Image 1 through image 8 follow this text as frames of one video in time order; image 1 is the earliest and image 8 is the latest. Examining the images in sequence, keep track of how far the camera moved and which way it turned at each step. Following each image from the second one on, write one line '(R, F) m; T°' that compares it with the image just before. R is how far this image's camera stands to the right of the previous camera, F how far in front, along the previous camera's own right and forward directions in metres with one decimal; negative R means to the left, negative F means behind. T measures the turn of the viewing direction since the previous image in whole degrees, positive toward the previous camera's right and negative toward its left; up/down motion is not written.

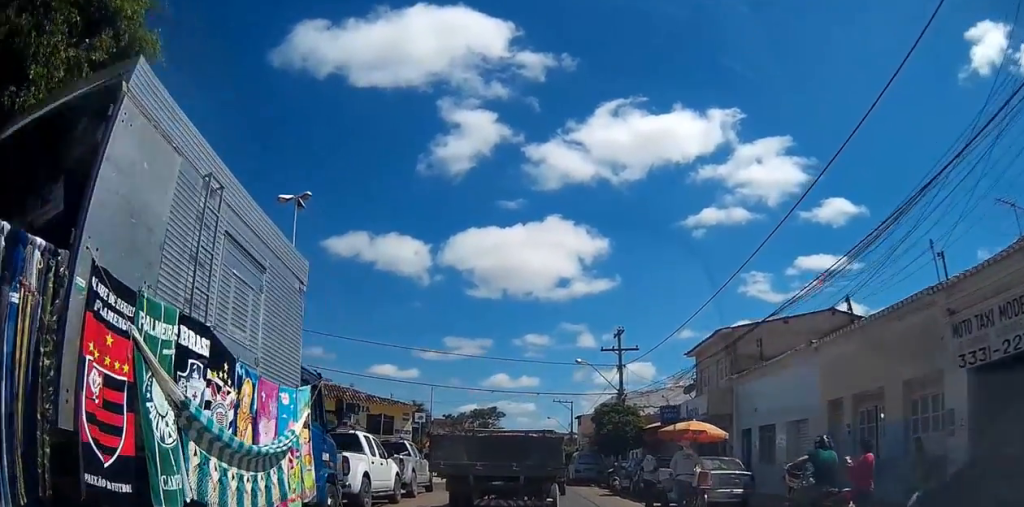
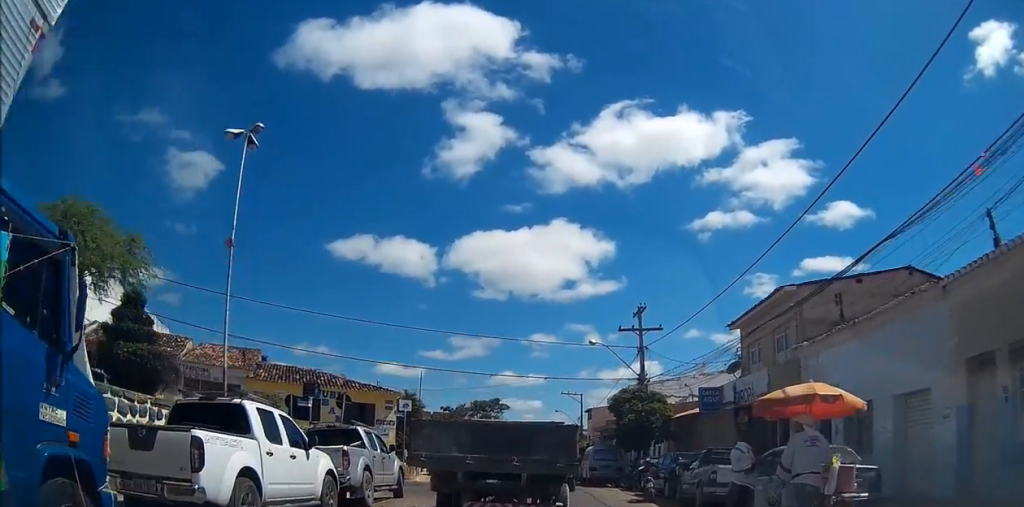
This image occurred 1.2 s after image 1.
(0.0, +6.5) m; +4°
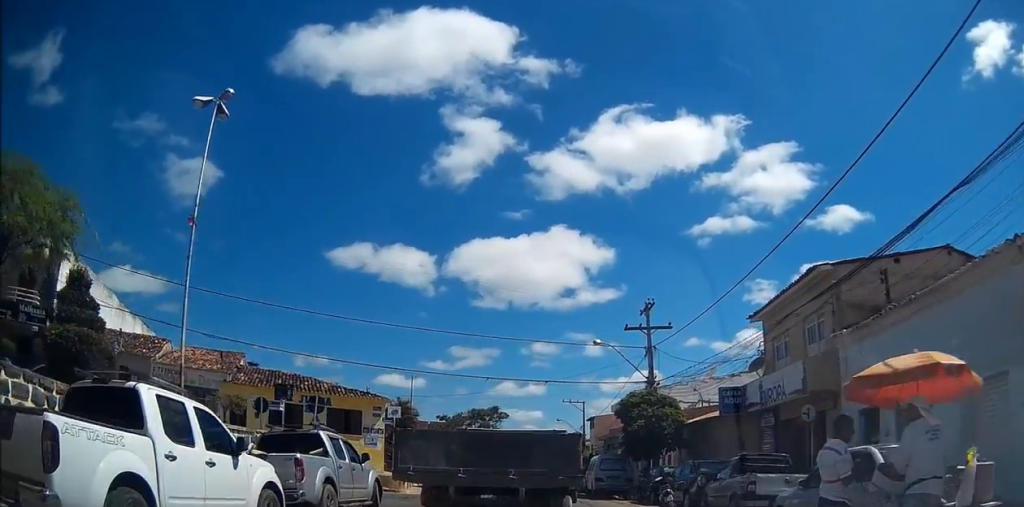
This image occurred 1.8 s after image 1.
(0.0, +2.9) m; +2°
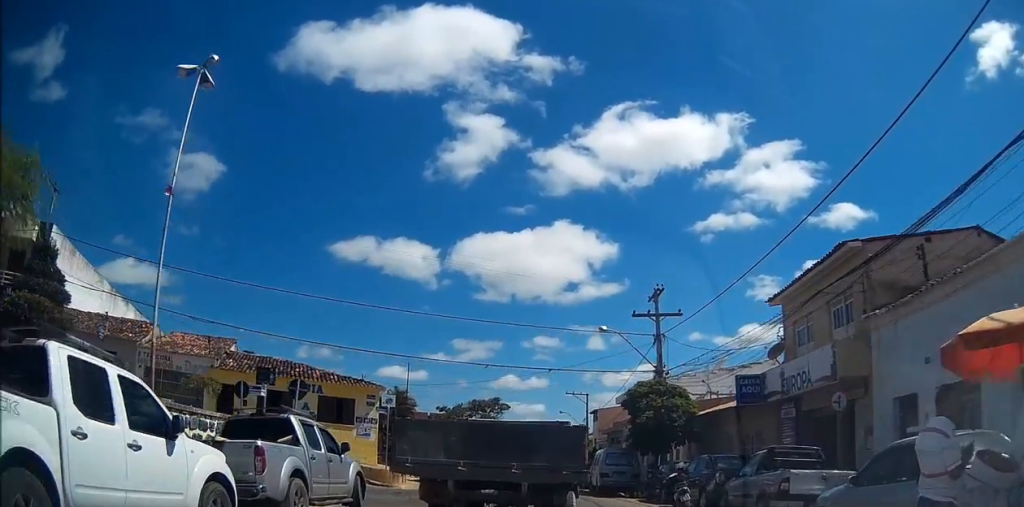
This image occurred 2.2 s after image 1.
(+0.3, +1.8) m; -1°
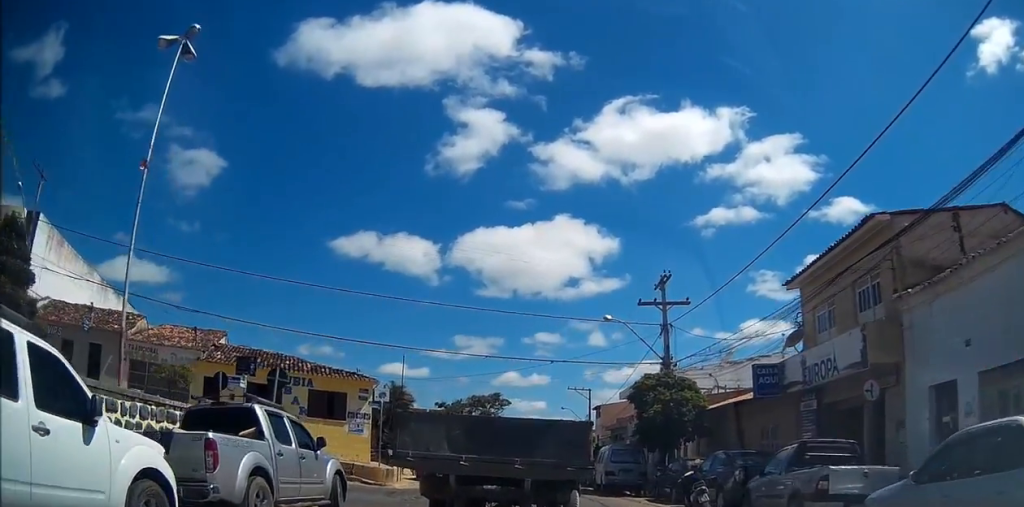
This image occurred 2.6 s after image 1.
(+0.2, +1.8) m; -1°
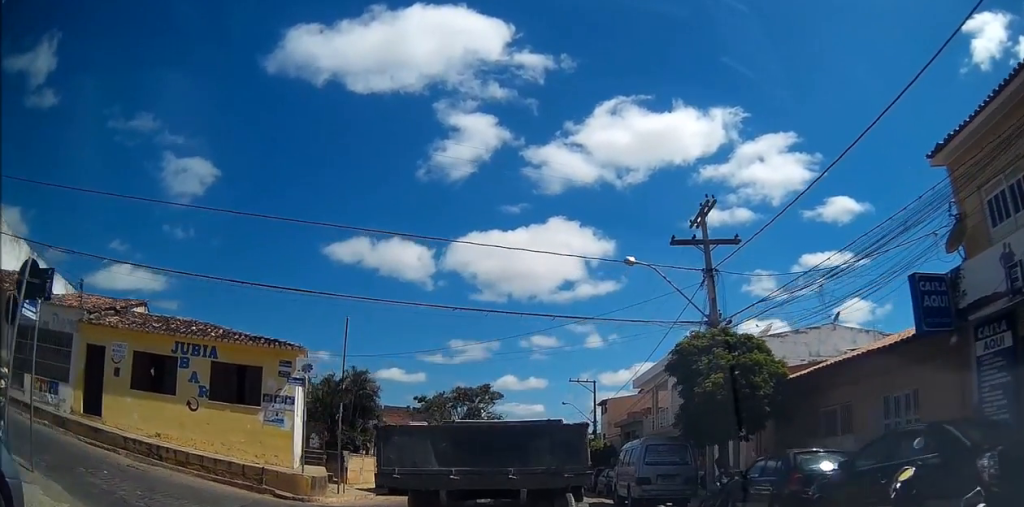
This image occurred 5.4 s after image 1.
(-0.6, +9.0) m; +3°
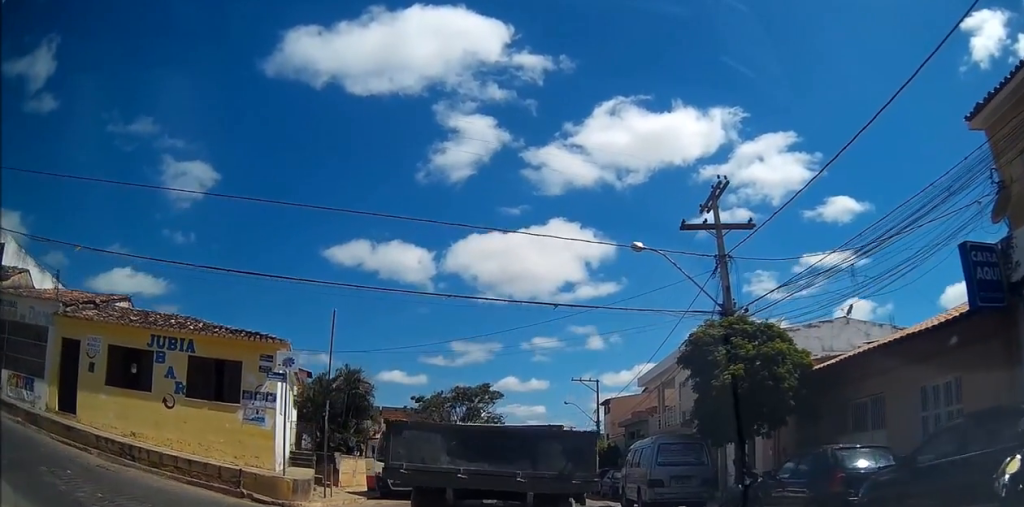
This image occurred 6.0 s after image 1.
(0.0, +1.7) m; +1°
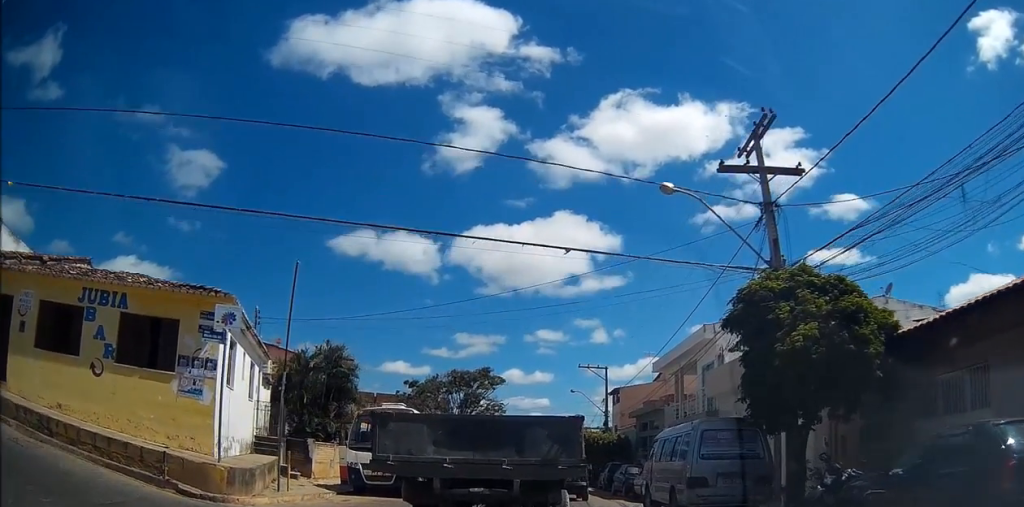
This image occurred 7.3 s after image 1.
(+0.1, +4.2) m; -4°
